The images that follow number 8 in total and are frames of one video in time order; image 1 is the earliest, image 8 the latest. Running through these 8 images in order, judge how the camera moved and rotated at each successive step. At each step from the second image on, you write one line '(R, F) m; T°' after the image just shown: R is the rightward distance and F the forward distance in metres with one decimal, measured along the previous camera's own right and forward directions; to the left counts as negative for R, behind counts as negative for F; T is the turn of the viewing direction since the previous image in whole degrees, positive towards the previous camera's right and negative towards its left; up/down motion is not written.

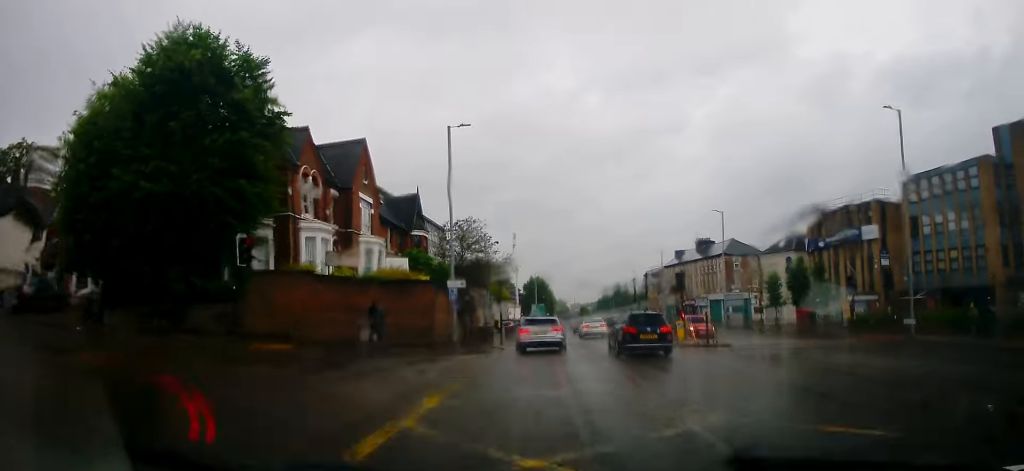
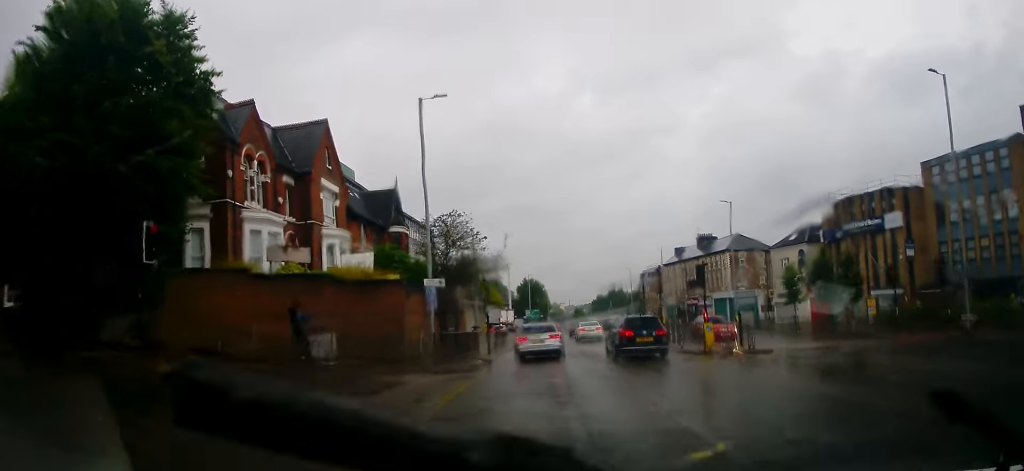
(0.0, +5.5) m; 0°
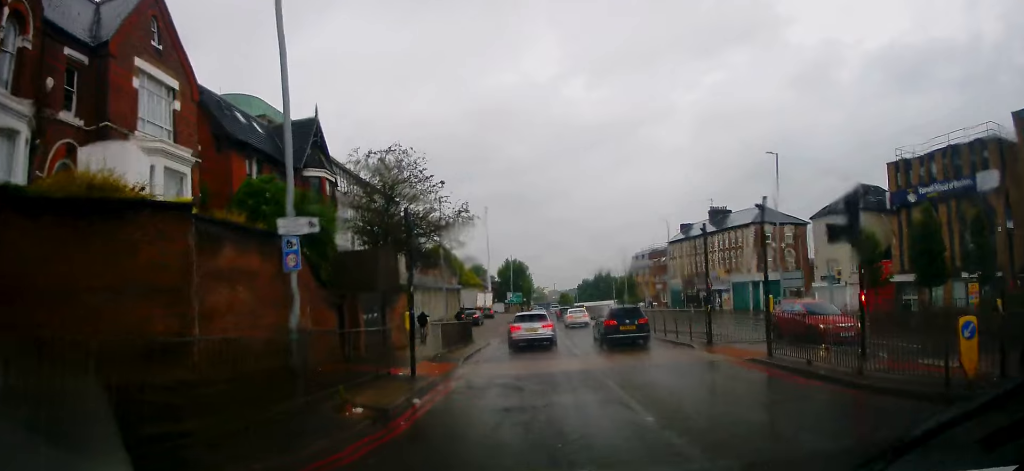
(0.0, +14.2) m; -1°
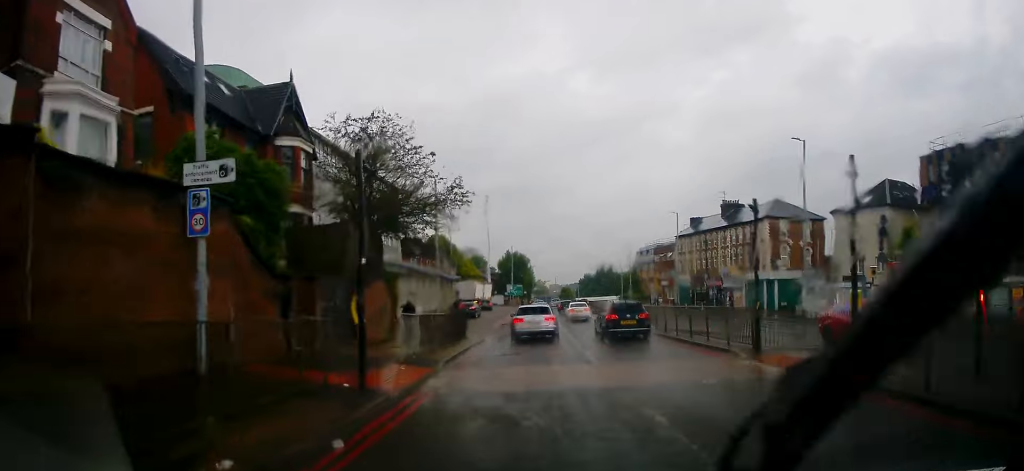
(-0.1, +3.9) m; 0°
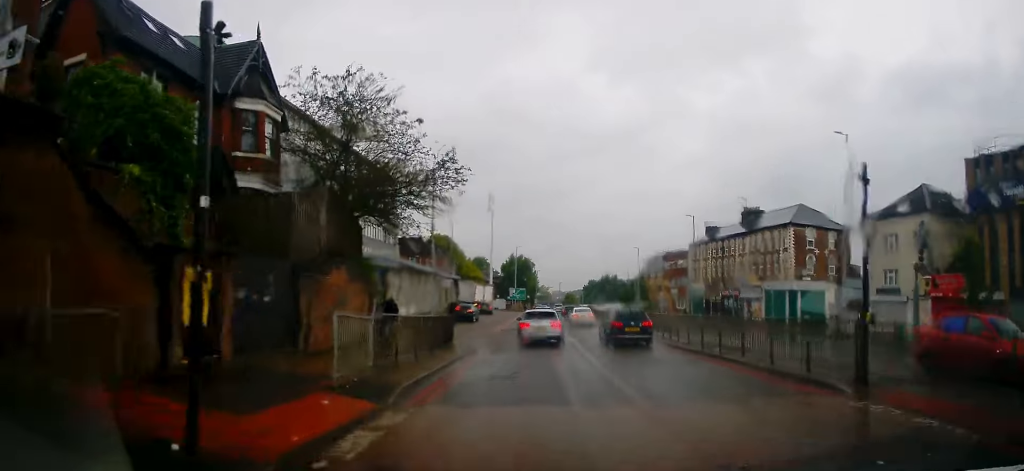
(-0.2, +4.8) m; +1°
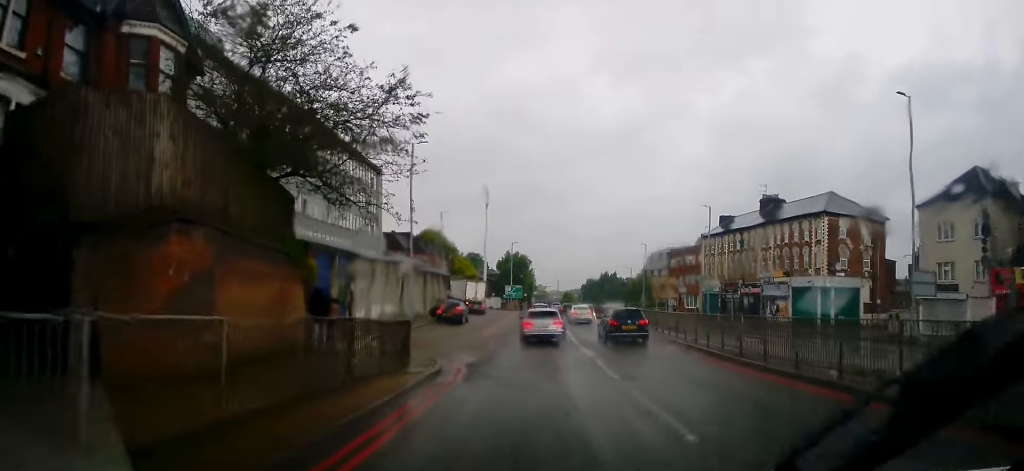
(+0.3, +7.2) m; 0°
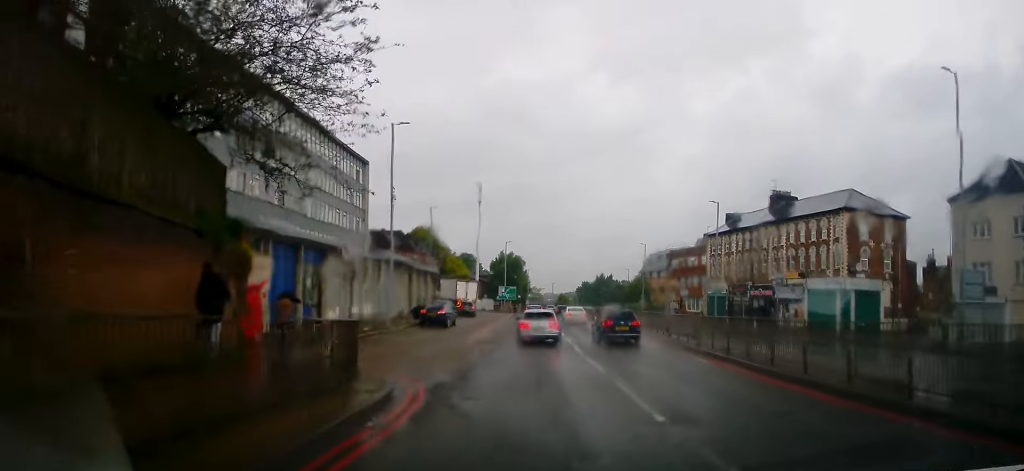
(+0.1, +4.2) m; 0°
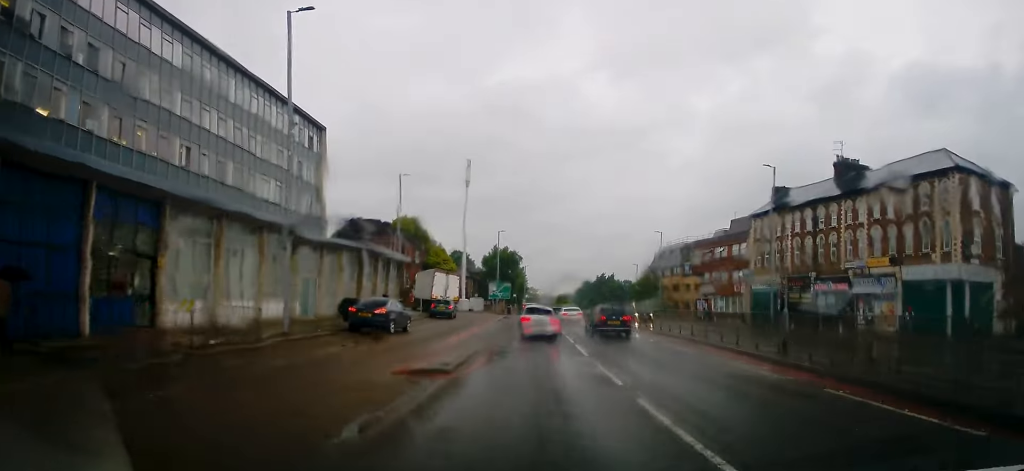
(-0.1, +14.4) m; +1°
